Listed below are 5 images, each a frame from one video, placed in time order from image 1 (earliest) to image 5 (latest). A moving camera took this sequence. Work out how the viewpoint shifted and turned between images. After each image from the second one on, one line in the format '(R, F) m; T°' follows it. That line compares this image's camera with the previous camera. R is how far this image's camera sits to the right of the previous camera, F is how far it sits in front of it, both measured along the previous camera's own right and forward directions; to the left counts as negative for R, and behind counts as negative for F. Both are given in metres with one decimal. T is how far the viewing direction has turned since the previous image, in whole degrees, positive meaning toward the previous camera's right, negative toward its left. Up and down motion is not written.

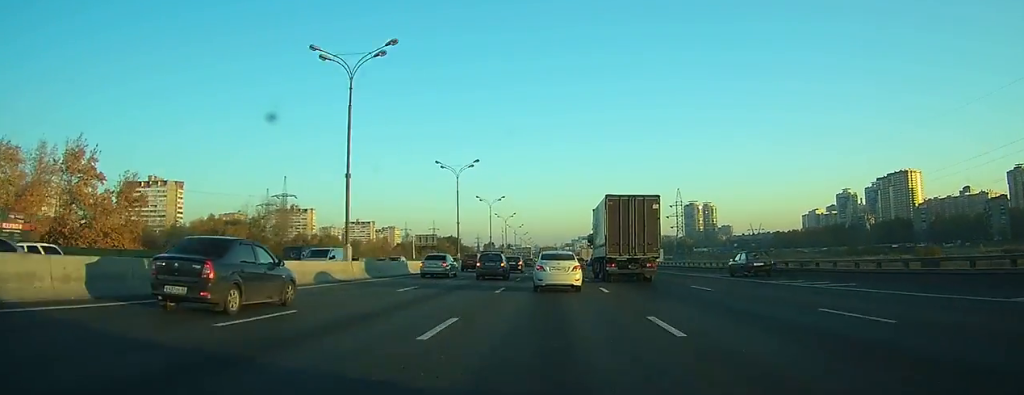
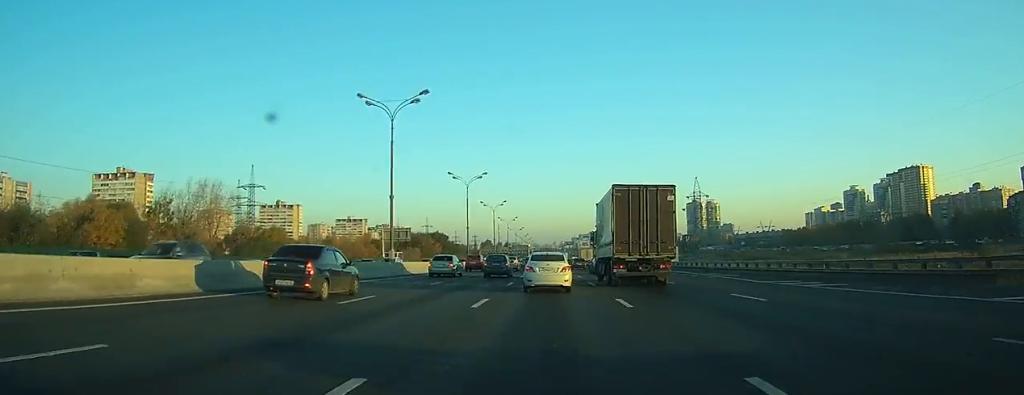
(+0.1, +29.3) m; 0°
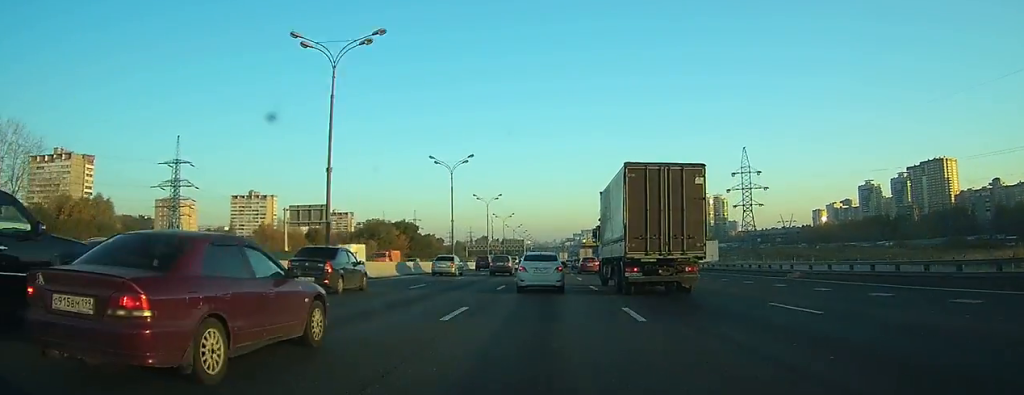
(-0.2, +52.6) m; 0°
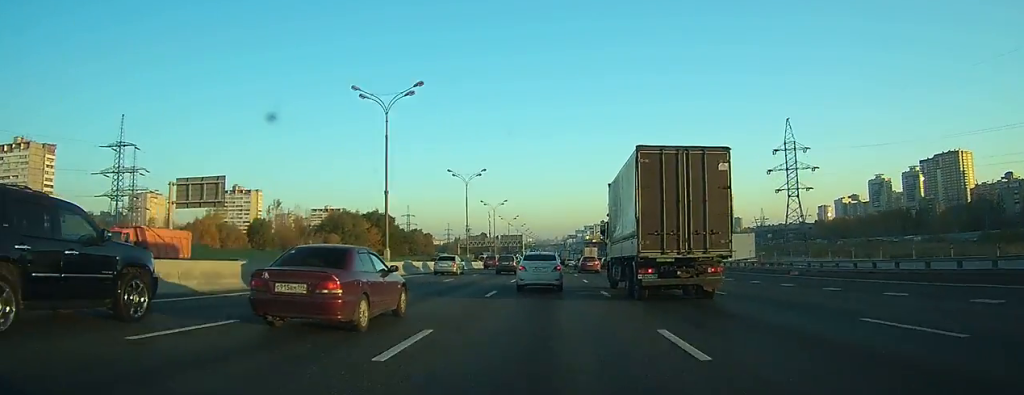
(+0.1, +28.2) m; 0°
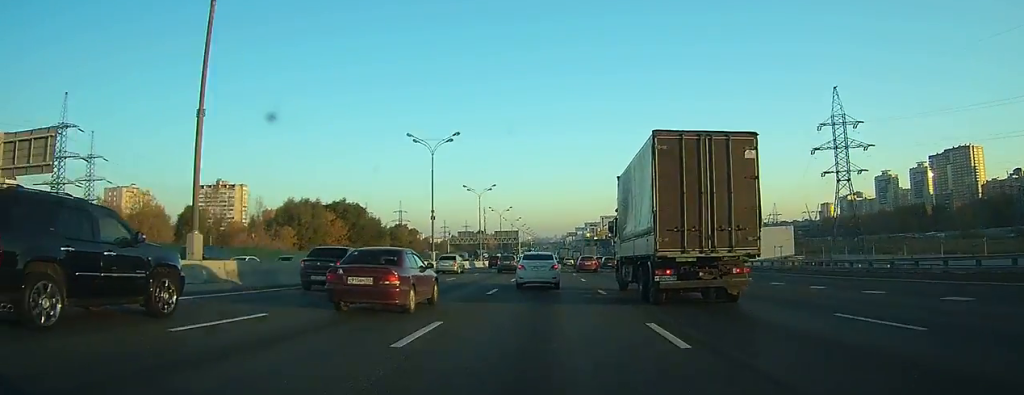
(0.0, +21.9) m; 0°
